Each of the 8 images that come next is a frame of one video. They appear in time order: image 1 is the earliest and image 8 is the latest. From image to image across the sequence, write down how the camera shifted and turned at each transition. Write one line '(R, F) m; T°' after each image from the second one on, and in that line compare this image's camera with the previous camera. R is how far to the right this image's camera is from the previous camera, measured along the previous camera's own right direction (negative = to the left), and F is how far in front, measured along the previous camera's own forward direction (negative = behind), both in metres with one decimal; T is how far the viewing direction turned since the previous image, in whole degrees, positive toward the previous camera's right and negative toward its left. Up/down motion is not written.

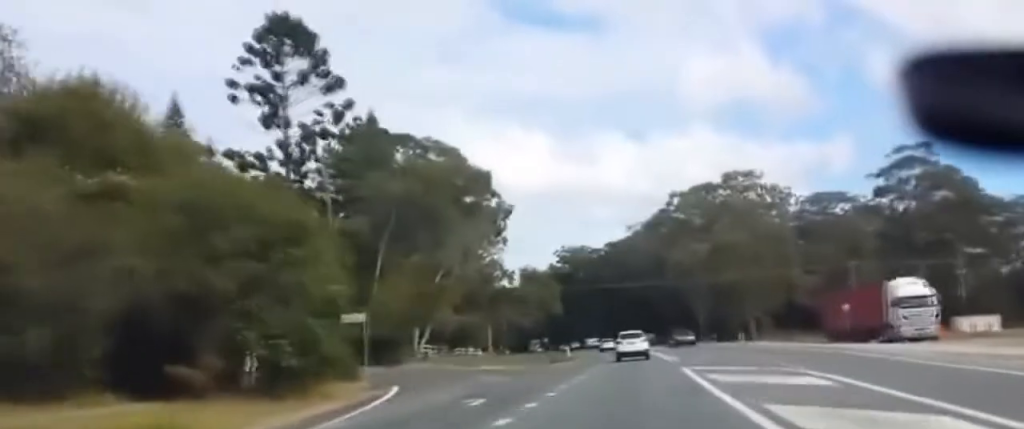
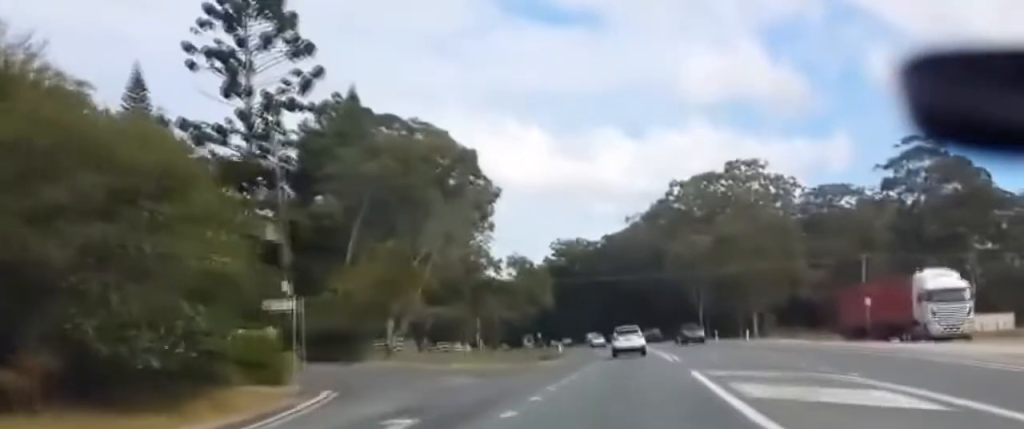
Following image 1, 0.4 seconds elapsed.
(0.0, +7.2) m; 0°
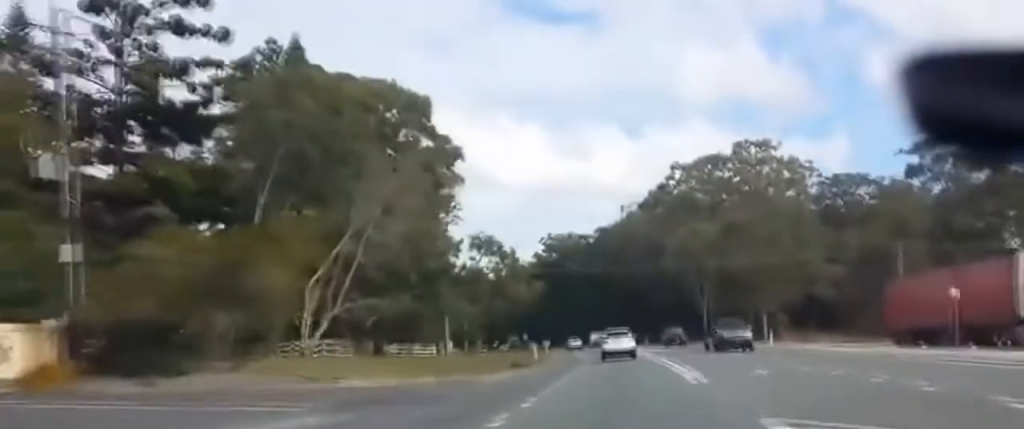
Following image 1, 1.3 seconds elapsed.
(0.0, +16.9) m; 0°
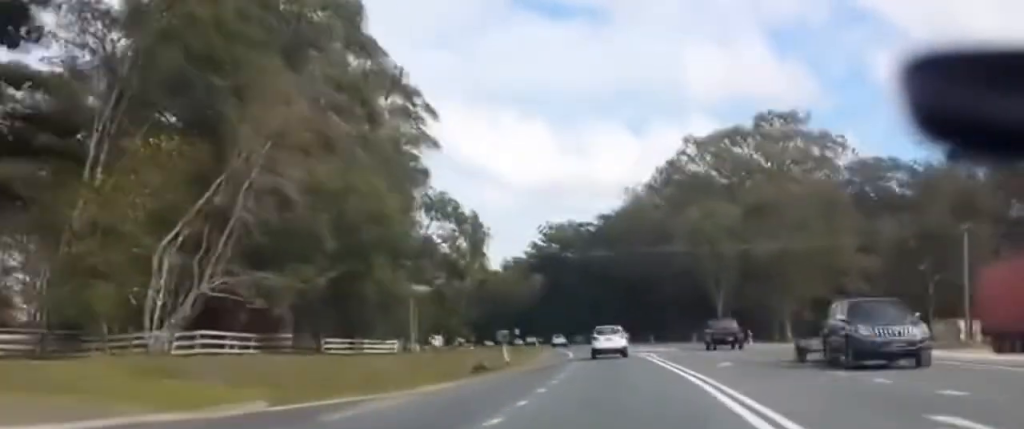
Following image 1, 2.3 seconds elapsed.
(-0.1, +16.8) m; 0°
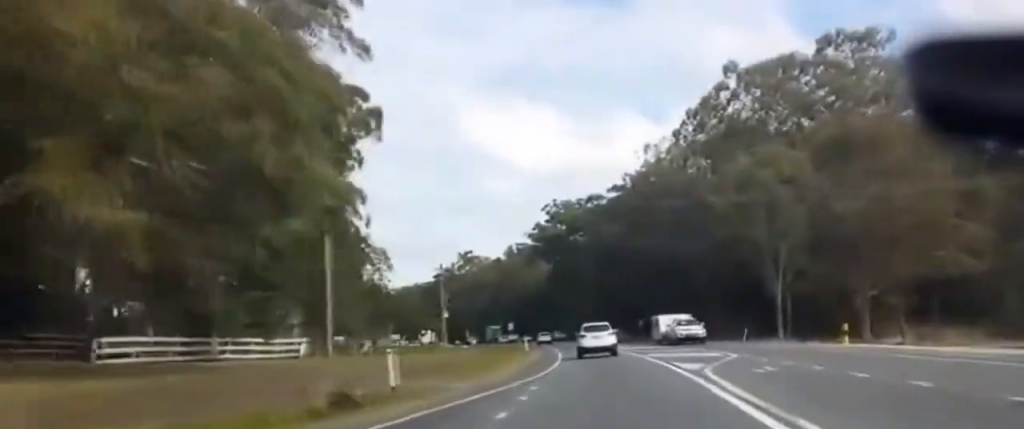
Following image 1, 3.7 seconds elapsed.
(+0.2, +26.2) m; -1°
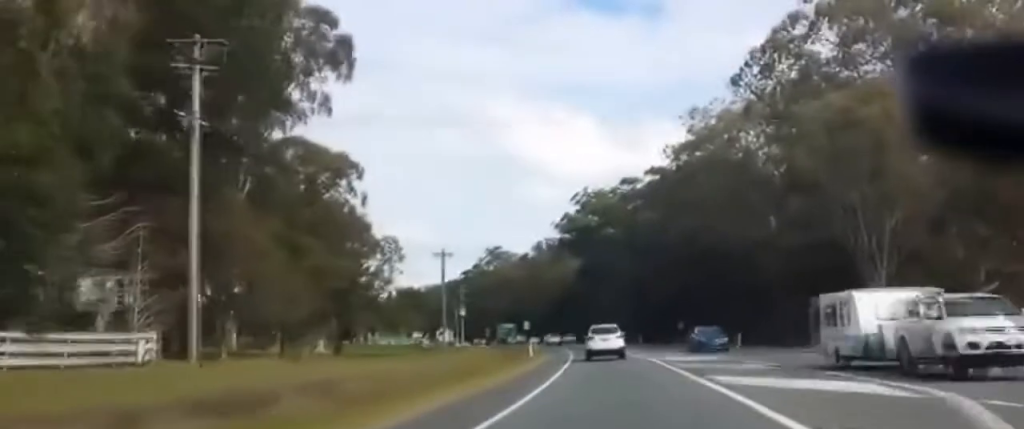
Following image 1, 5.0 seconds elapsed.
(-0.6, +23.2) m; -2°
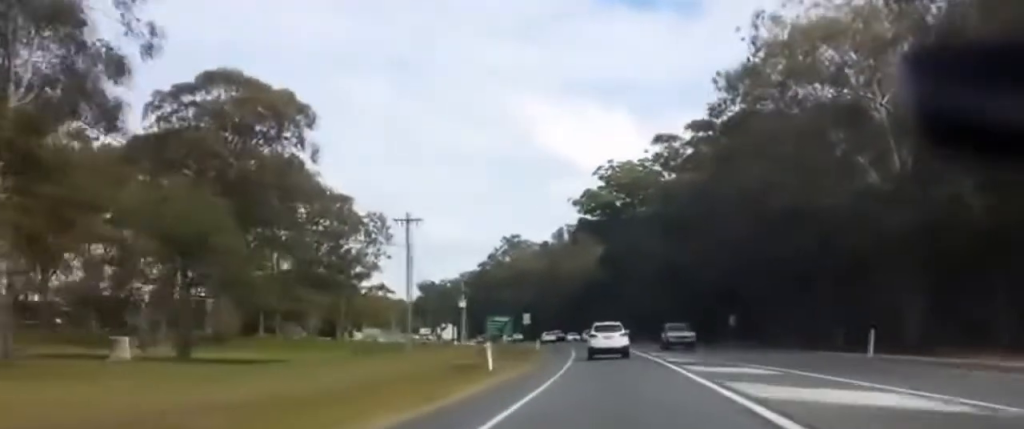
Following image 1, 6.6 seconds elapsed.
(-0.2, +29.0) m; -1°
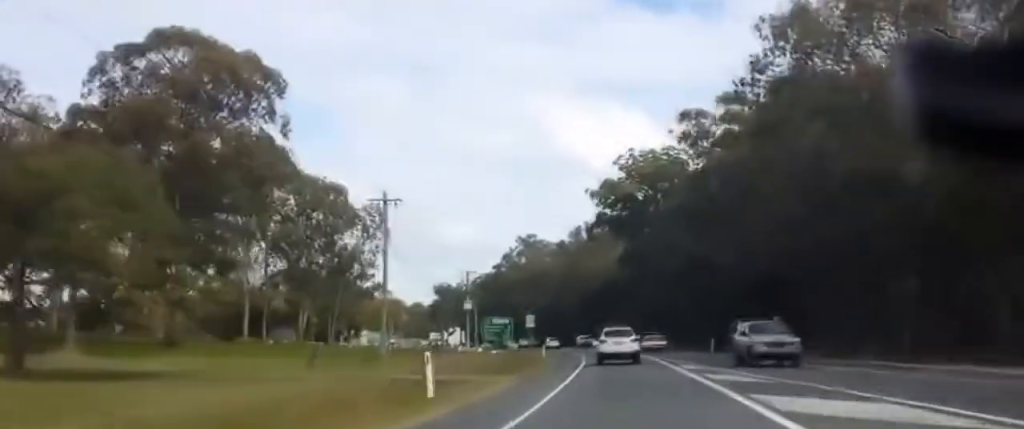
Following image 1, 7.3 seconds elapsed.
(-0.1, +14.0) m; -1°
